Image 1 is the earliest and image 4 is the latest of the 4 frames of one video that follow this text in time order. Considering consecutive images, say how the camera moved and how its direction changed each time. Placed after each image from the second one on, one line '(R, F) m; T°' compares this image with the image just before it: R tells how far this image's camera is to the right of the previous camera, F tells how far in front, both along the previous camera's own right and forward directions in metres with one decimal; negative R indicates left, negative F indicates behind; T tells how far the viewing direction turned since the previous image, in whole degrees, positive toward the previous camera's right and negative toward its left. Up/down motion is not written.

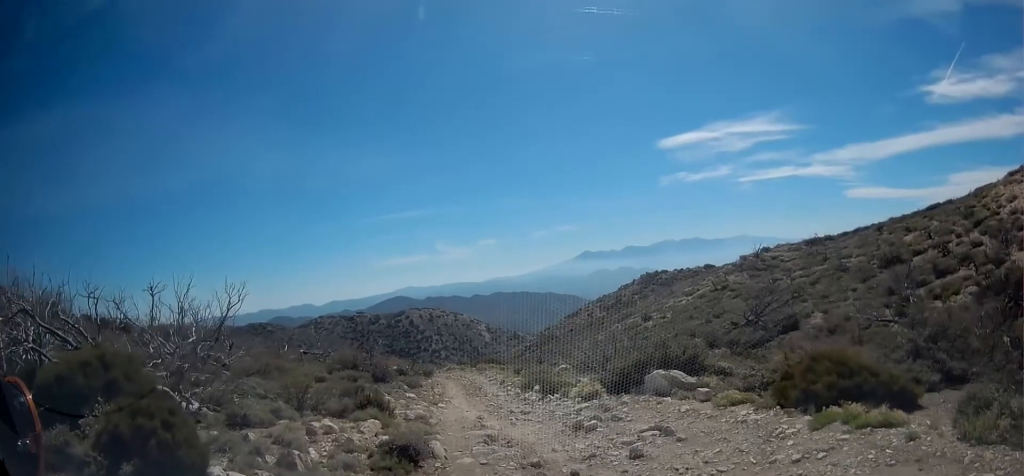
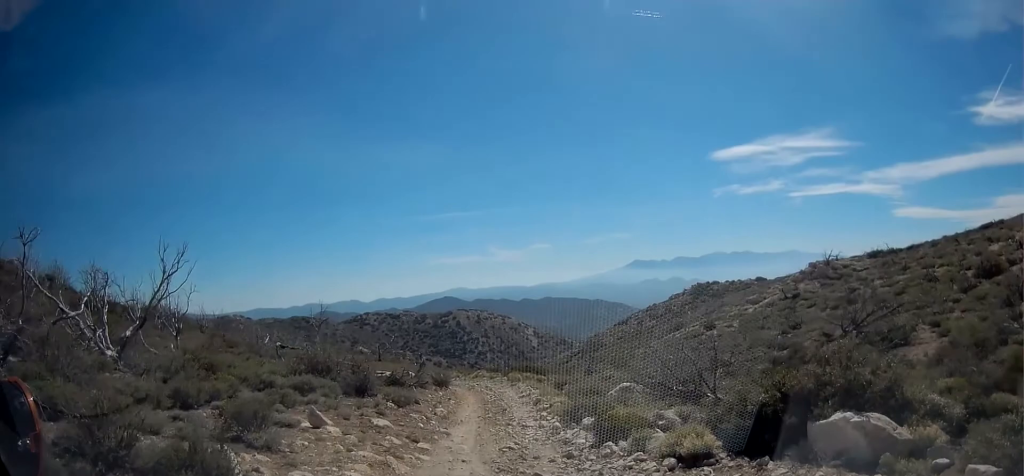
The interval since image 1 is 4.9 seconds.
(0.0, +7.6) m; +1°
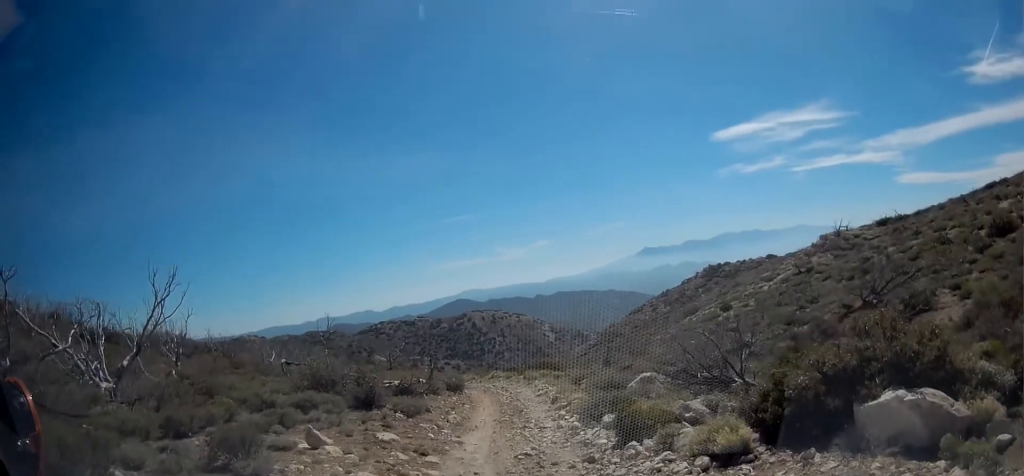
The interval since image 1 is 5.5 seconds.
(0.0, +0.9) m; 0°
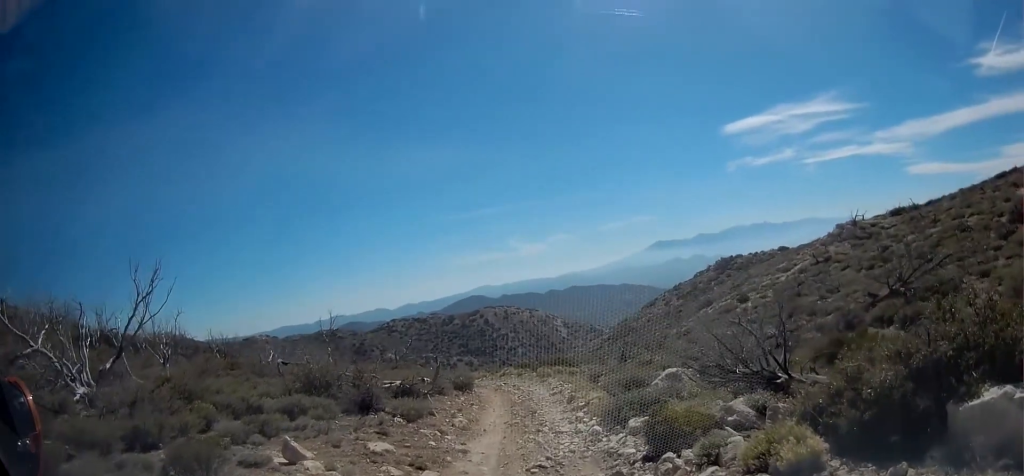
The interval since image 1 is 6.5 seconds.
(-0.3, +1.3) m; 0°
